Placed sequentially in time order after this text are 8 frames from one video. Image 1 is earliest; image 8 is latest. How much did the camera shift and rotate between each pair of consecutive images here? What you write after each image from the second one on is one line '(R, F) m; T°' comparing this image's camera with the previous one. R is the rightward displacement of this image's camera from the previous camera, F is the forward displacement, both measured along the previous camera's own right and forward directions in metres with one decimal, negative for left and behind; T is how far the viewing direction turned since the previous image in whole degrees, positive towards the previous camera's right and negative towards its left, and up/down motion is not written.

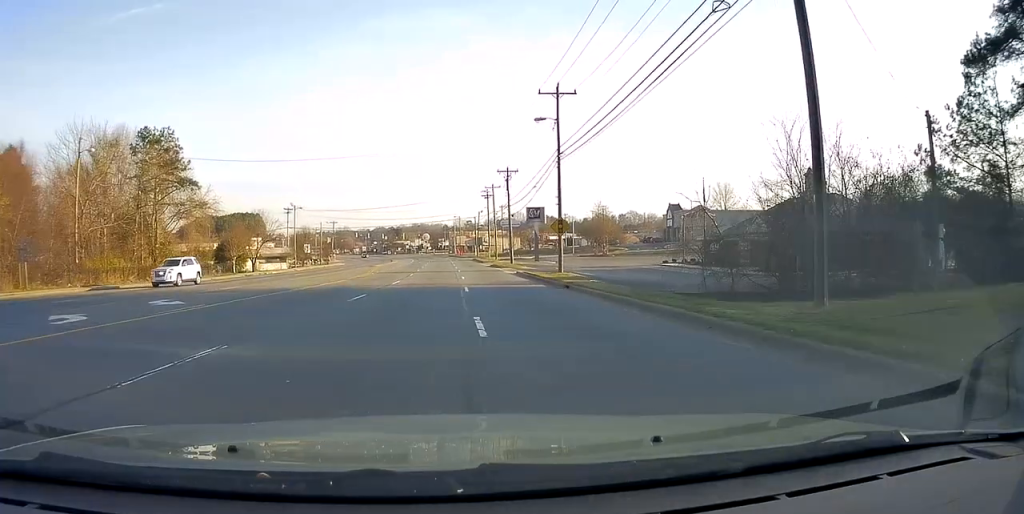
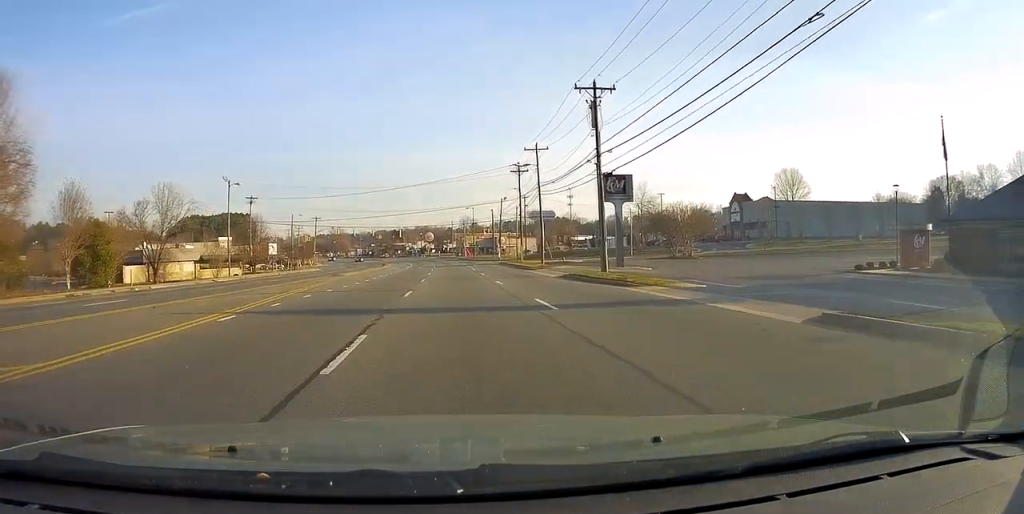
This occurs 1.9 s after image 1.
(+0.6, +36.3) m; 0°
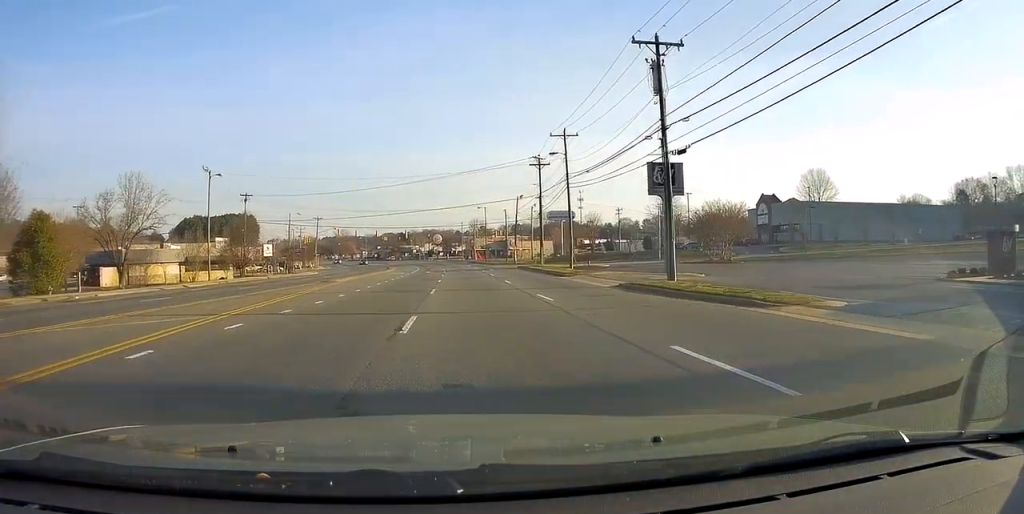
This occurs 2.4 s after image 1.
(-0.1, +8.7) m; -1°
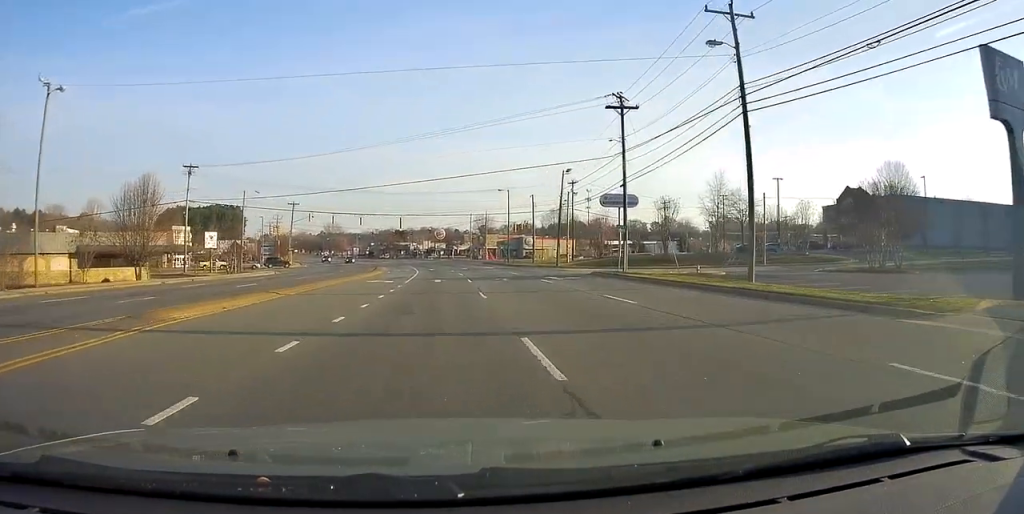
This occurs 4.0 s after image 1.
(-0.2, +28.5) m; +1°
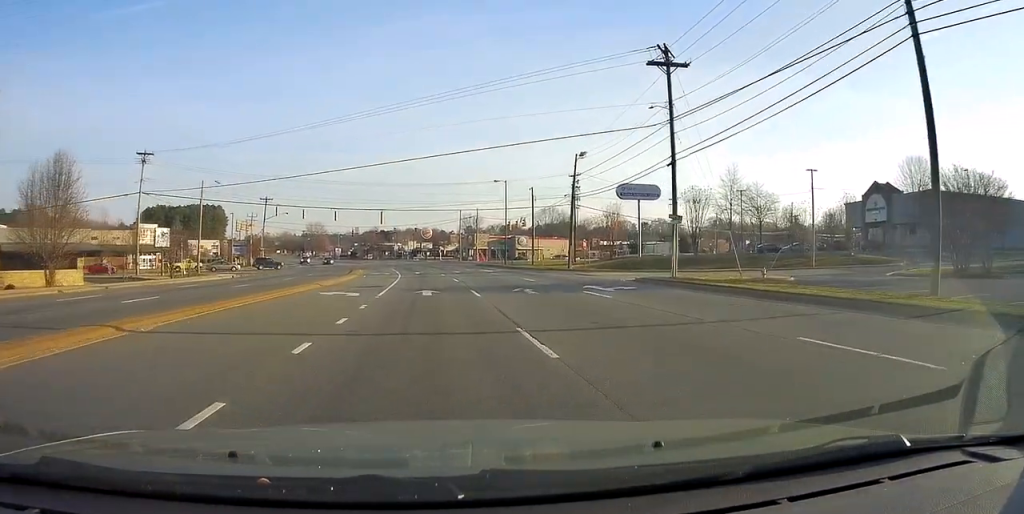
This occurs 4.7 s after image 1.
(+0.3, +11.1) m; +2°
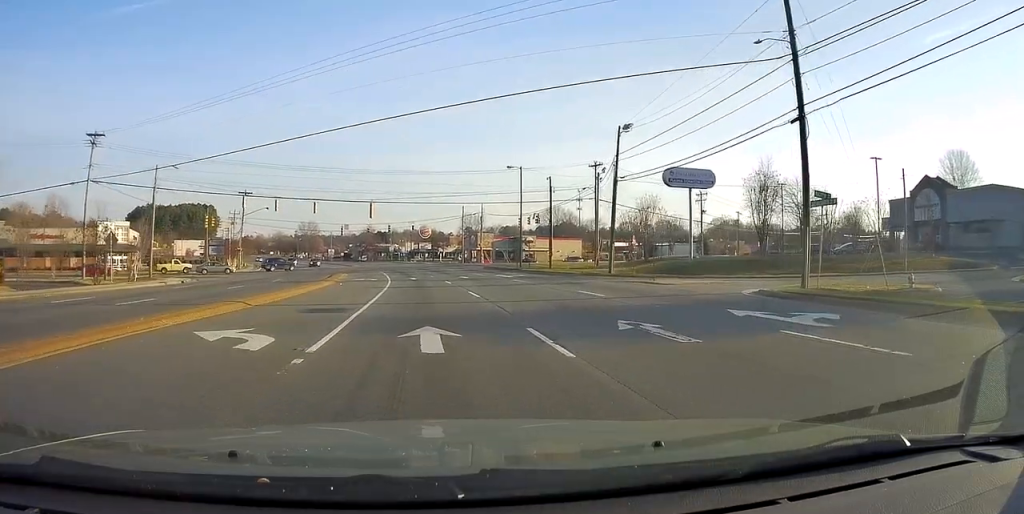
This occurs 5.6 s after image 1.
(+0.2, +12.4) m; 0°
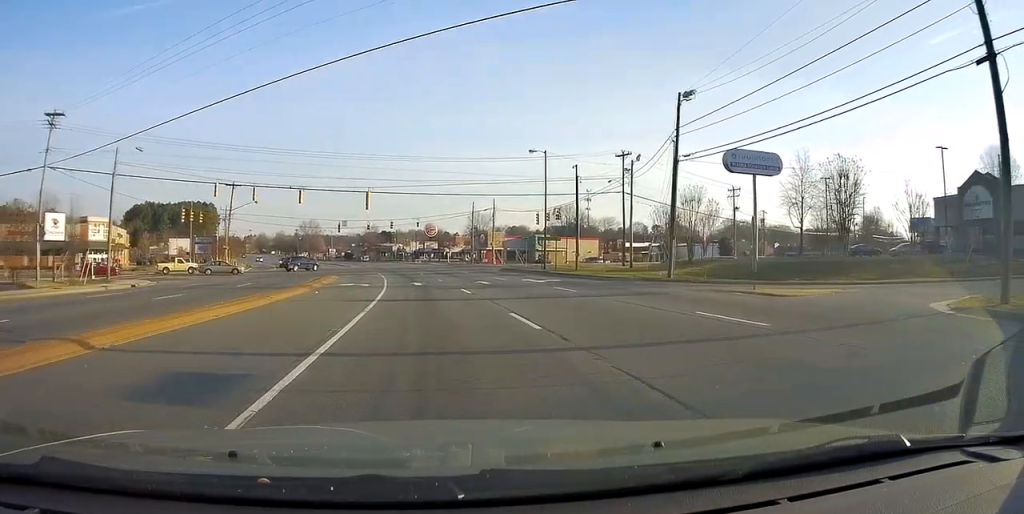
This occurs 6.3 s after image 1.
(-0.1, +9.0) m; -1°
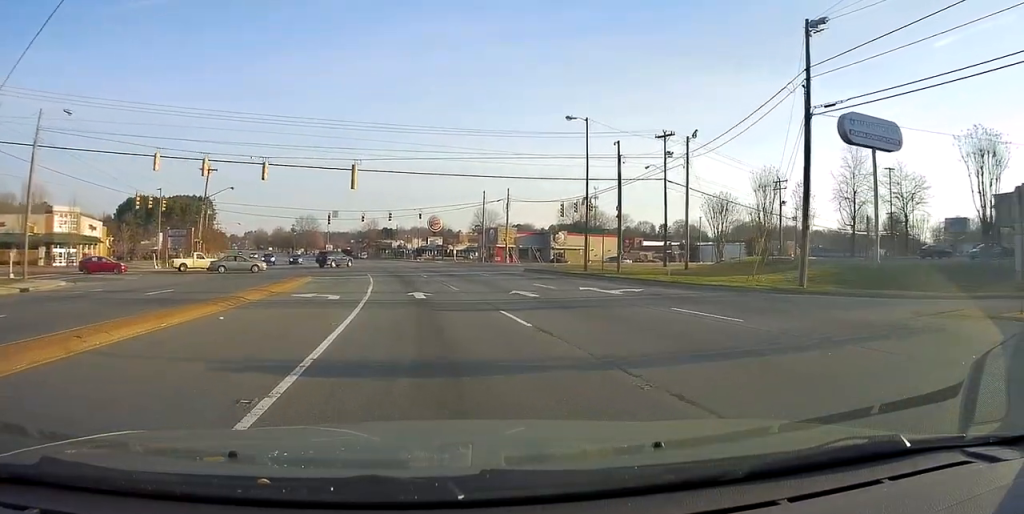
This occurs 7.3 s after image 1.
(-0.2, +11.6) m; 0°
